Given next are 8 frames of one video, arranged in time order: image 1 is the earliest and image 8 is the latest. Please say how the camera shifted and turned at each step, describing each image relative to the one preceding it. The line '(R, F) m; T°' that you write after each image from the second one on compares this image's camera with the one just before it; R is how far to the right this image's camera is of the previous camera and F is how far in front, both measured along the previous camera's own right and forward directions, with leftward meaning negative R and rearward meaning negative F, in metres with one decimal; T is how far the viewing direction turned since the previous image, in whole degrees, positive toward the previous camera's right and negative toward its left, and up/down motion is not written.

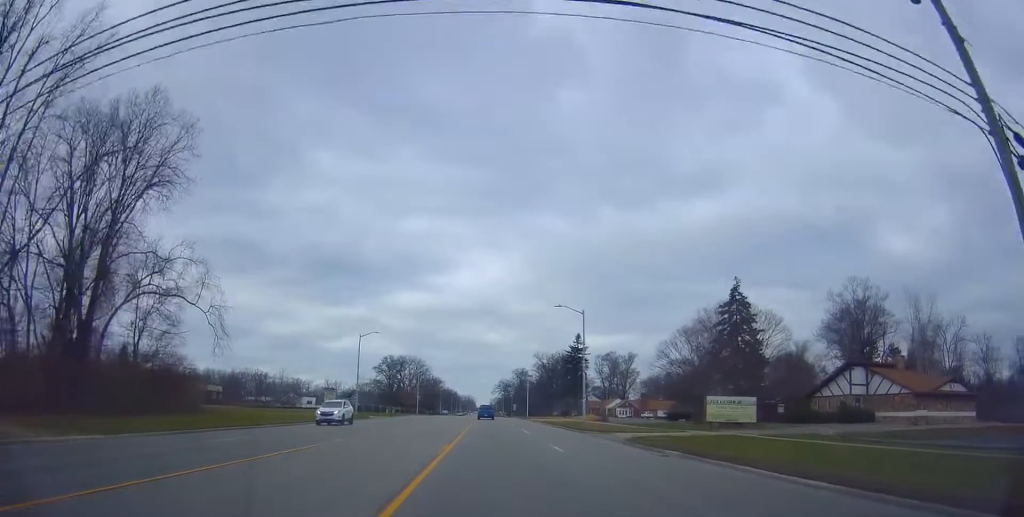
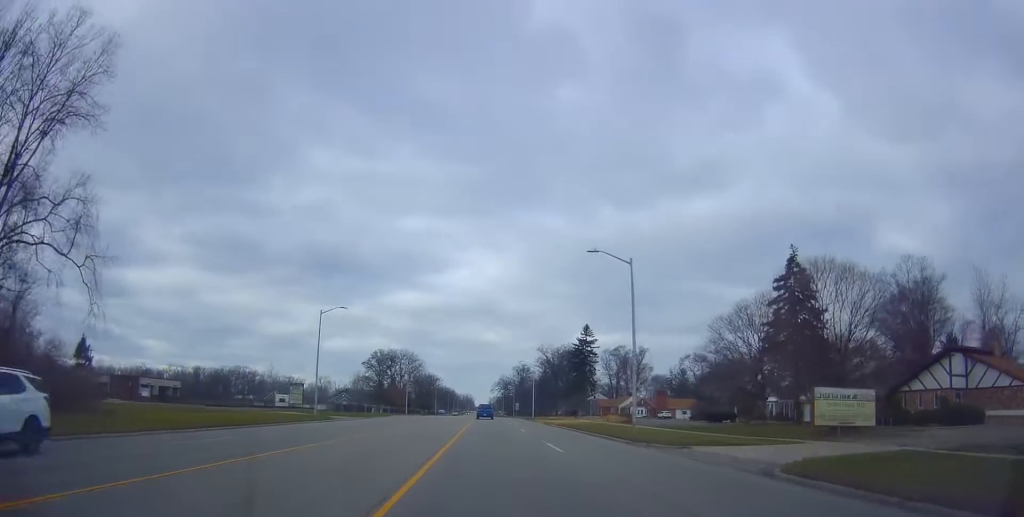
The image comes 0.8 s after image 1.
(0.0, +16.0) m; 0°
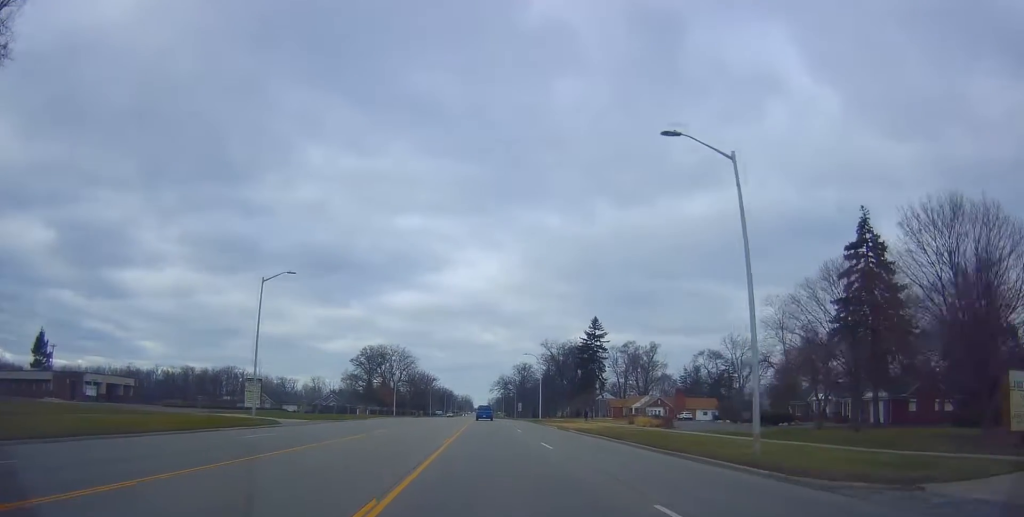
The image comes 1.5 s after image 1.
(0.0, +14.1) m; -1°
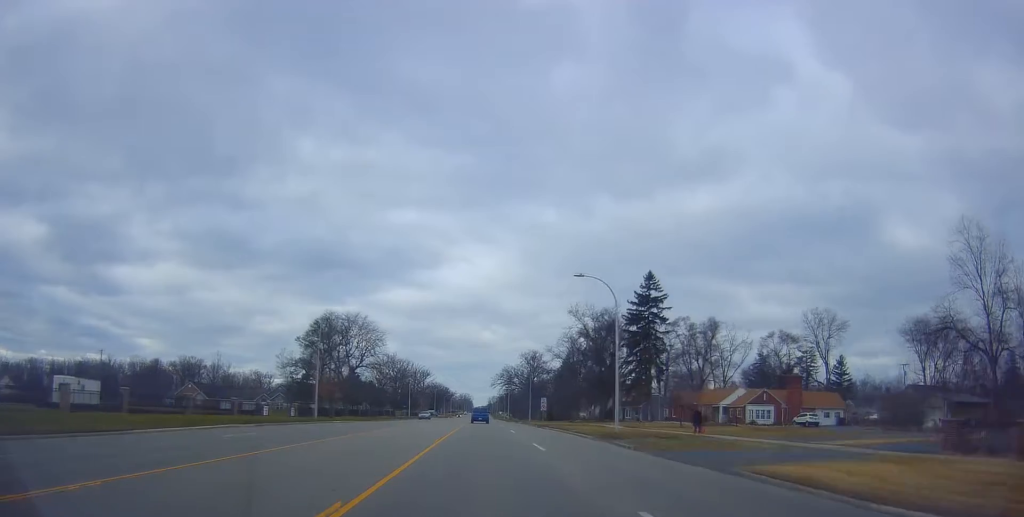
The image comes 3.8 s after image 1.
(-0.2, +47.2) m; -1°
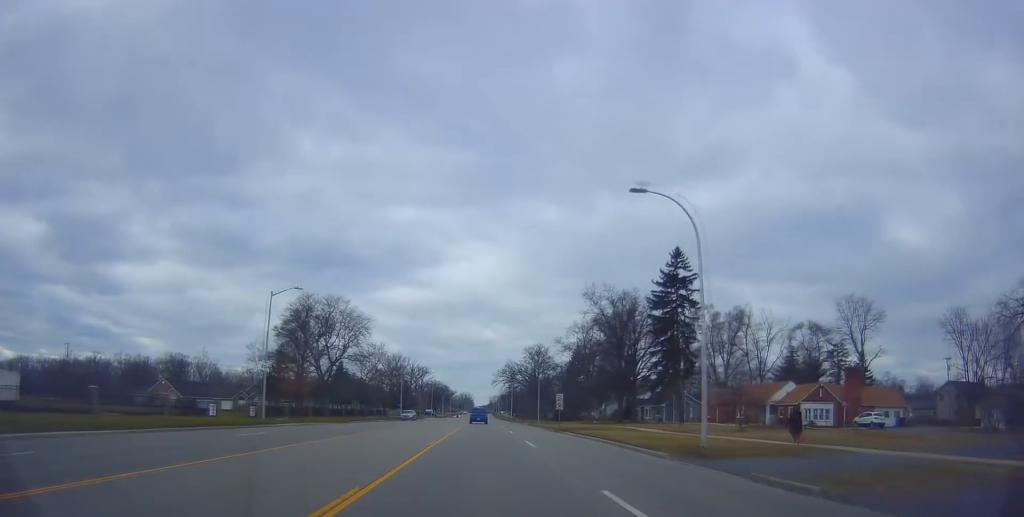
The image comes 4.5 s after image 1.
(-0.3, +13.4) m; -1°
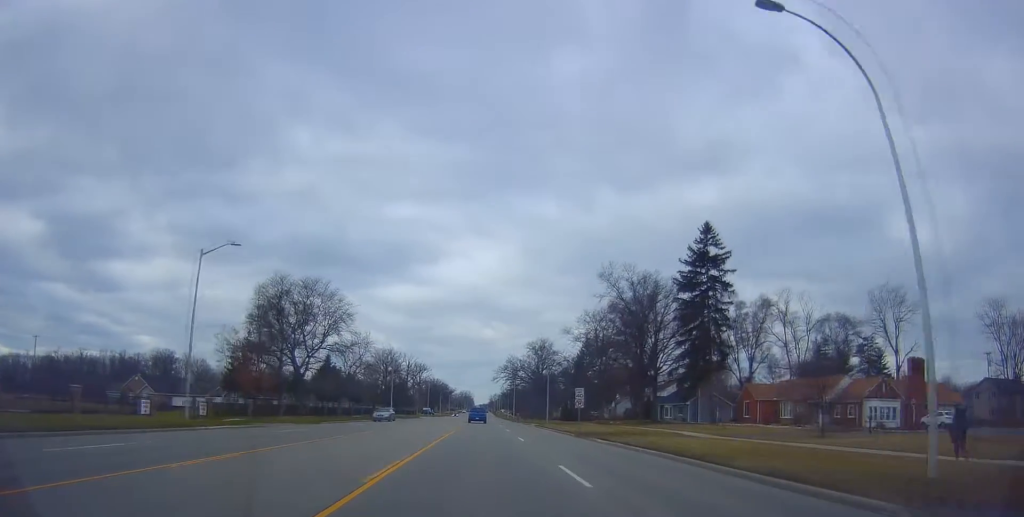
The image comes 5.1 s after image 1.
(-0.1, +11.4) m; 0°
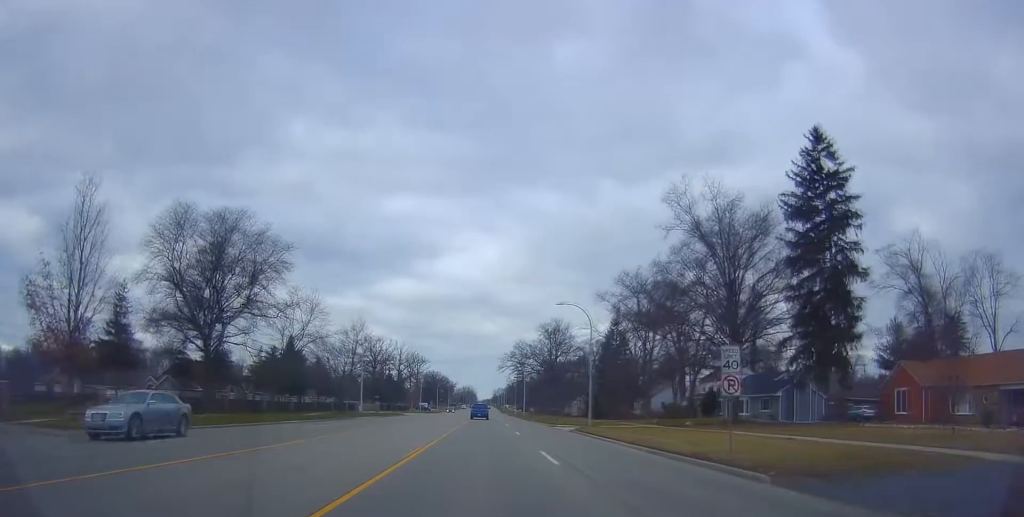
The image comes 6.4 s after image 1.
(+0.5, +26.3) m; +1°
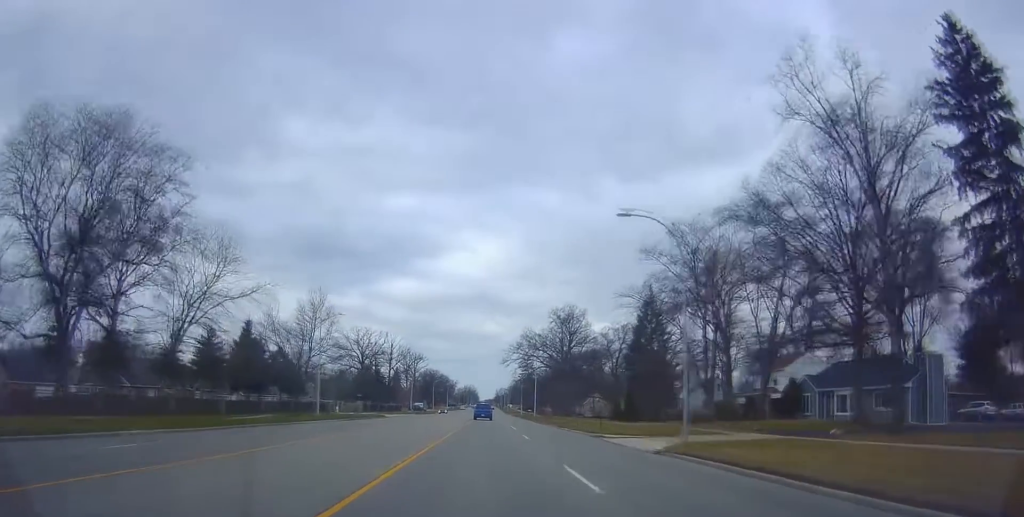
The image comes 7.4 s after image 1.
(-0.1, +20.2) m; 0°
